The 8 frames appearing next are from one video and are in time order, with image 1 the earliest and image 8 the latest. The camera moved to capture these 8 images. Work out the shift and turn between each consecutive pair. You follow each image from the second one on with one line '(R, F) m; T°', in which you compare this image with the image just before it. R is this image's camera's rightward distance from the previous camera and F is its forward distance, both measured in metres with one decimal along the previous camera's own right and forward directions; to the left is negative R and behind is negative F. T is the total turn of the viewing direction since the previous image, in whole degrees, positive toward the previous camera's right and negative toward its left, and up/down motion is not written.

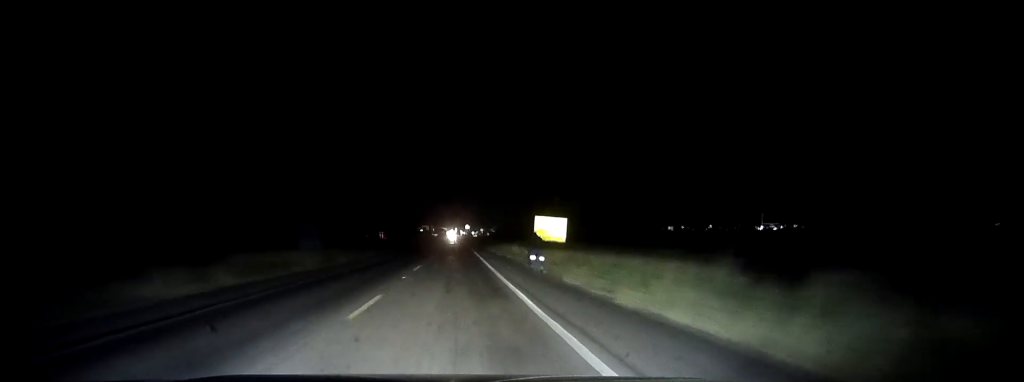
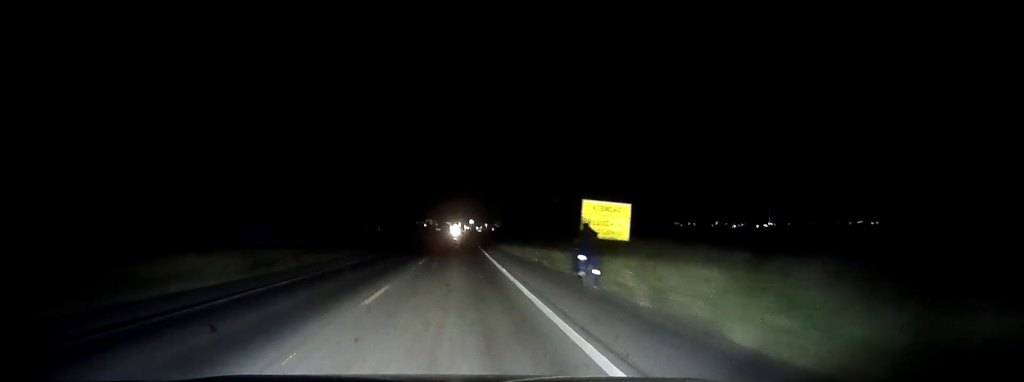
(-0.6, +15.7) m; +2°
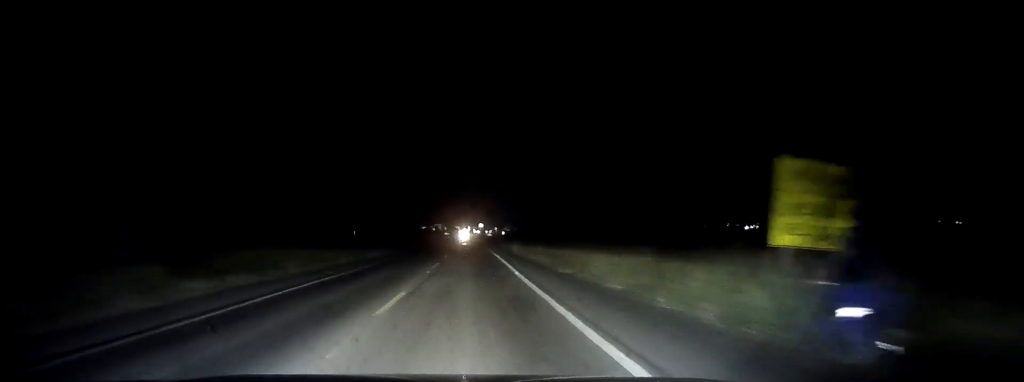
(+1.2, +16.5) m; +4°
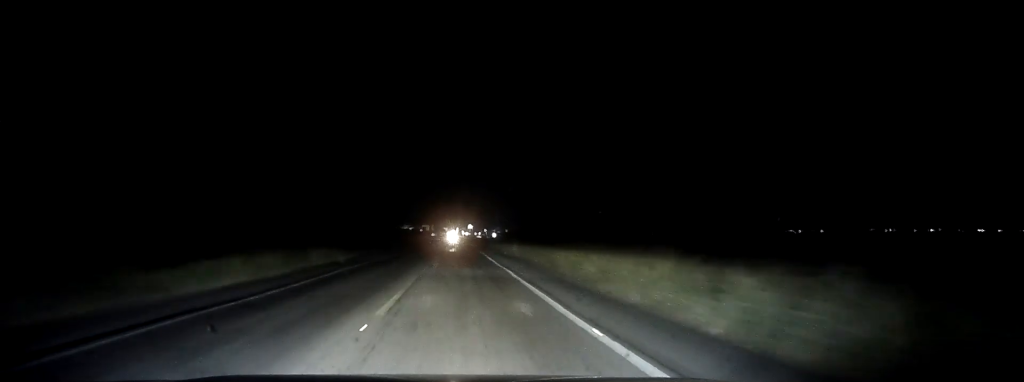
(-1.0, +33.7) m; -3°
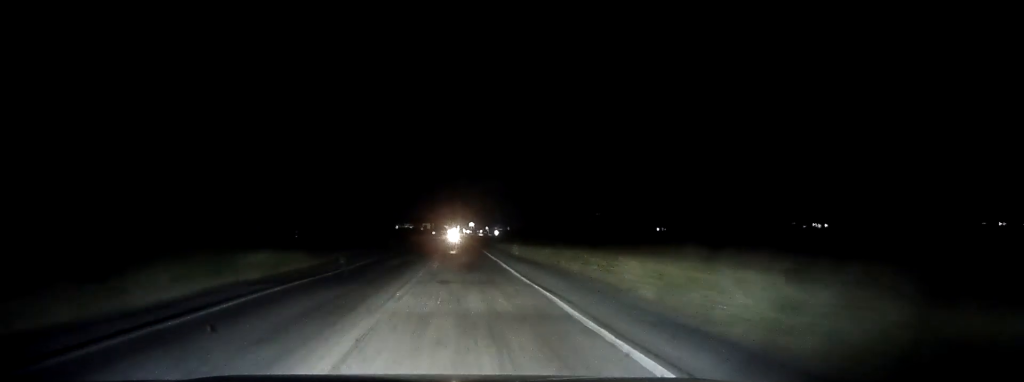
(0.0, +11.9) m; 0°
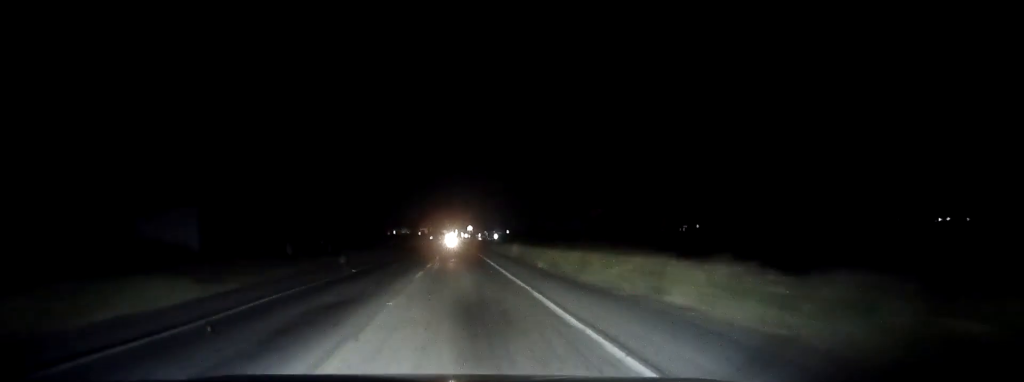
(+0.1, +17.1) m; 0°
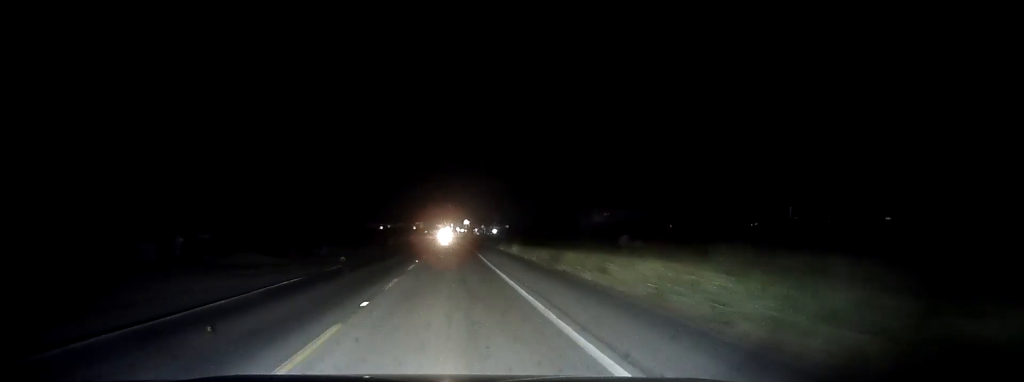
(+0.2, +34.9) m; 0°
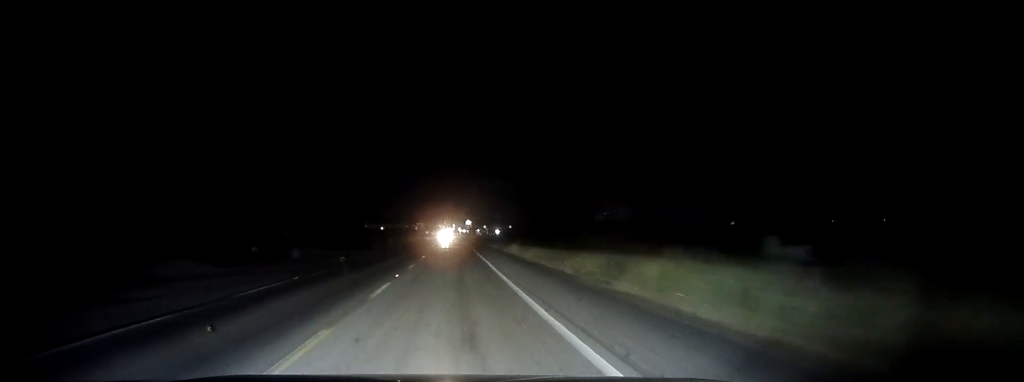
(-0.1, +10.7) m; 0°
